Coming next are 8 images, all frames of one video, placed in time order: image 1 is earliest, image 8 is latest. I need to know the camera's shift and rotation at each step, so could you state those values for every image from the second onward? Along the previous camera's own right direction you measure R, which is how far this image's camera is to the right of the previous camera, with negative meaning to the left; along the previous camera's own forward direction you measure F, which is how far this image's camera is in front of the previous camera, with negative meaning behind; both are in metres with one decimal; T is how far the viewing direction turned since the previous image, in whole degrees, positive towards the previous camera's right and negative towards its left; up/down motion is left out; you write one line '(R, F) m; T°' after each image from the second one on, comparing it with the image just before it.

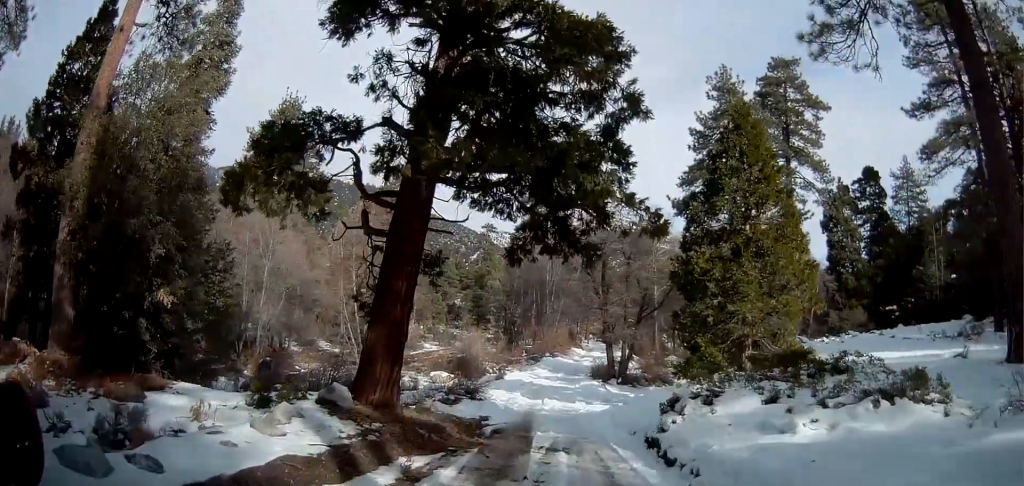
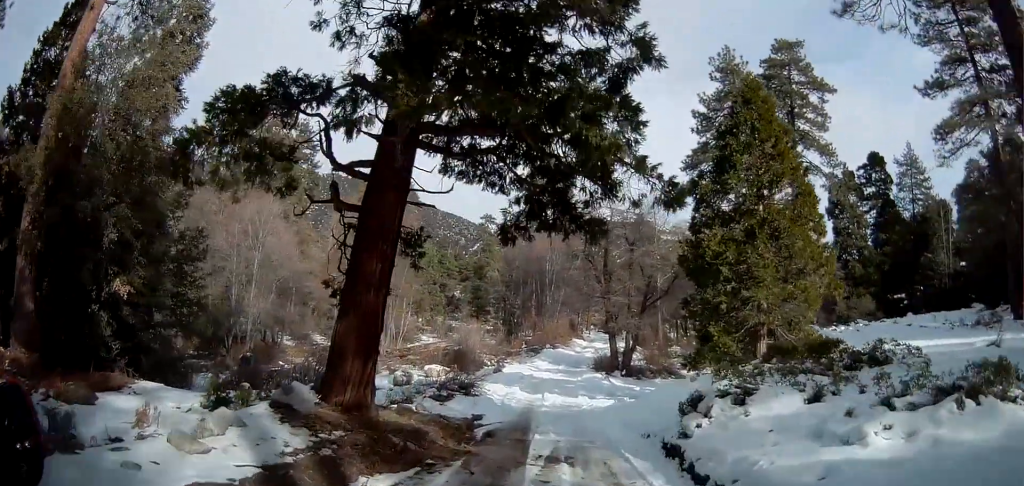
(-0.2, +2.0) m; 0°
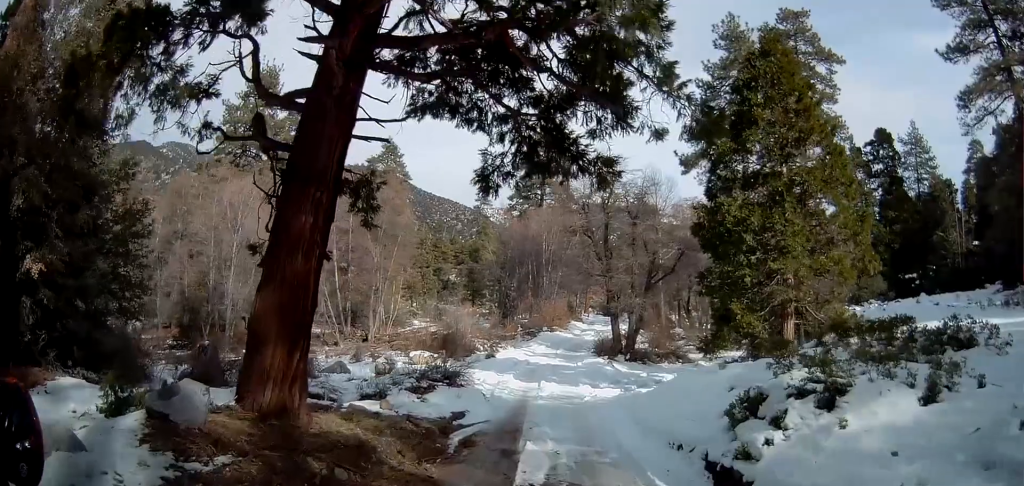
(-0.1, +3.3) m; +1°
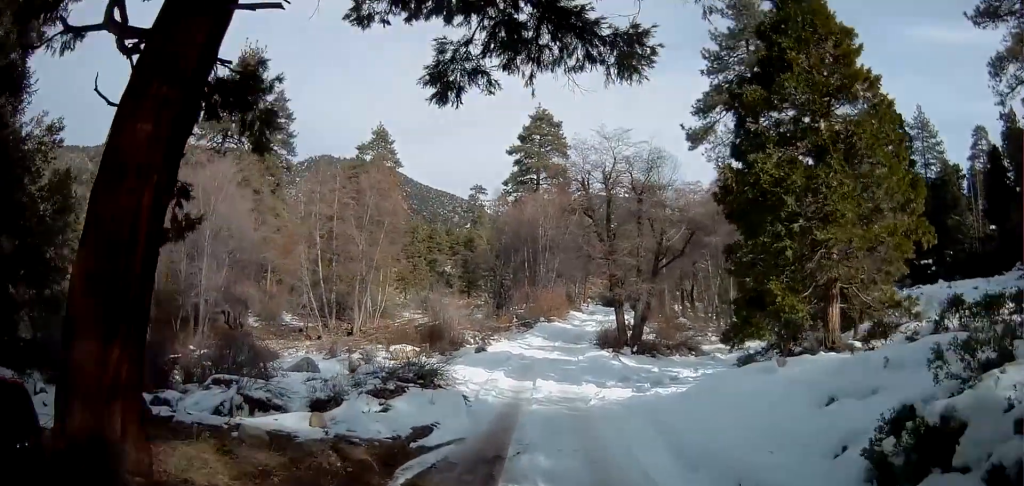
(+0.3, +4.1) m; +1°
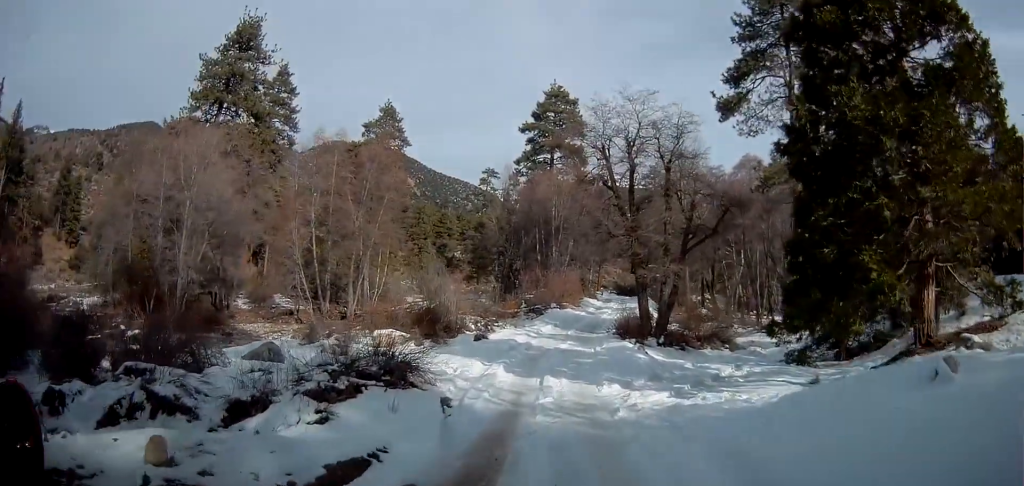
(-0.2, +5.0) m; -4°
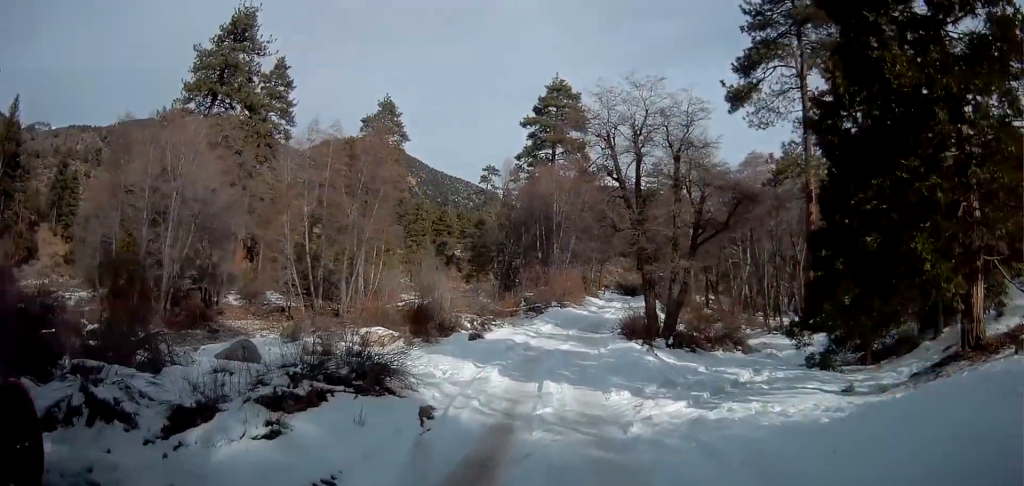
(0.0, +2.1) m; -1°
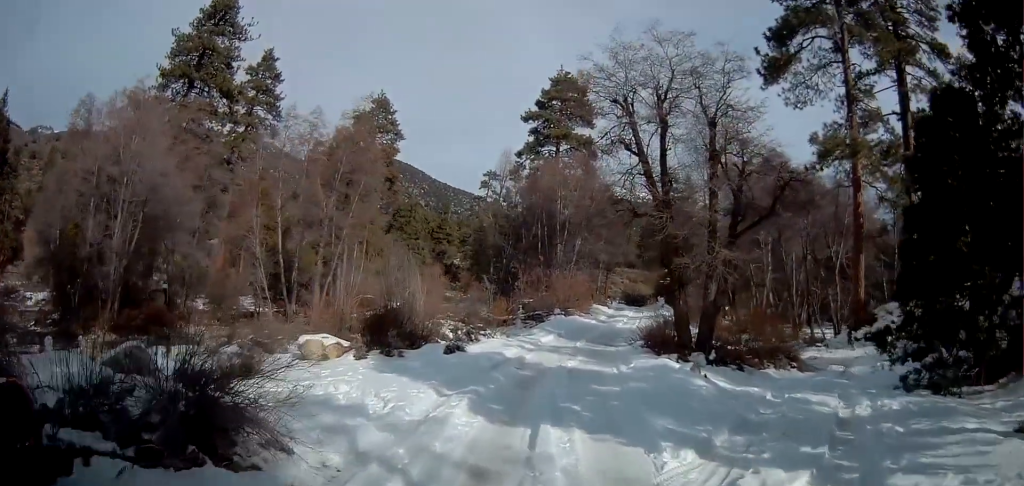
(-0.1, +6.6) m; -1°
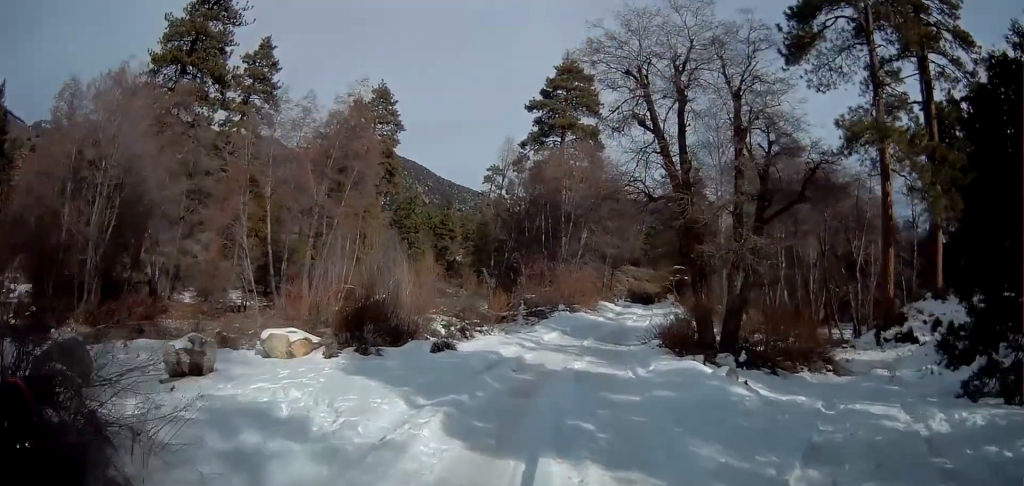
(0.0, +3.0) m; -1°
